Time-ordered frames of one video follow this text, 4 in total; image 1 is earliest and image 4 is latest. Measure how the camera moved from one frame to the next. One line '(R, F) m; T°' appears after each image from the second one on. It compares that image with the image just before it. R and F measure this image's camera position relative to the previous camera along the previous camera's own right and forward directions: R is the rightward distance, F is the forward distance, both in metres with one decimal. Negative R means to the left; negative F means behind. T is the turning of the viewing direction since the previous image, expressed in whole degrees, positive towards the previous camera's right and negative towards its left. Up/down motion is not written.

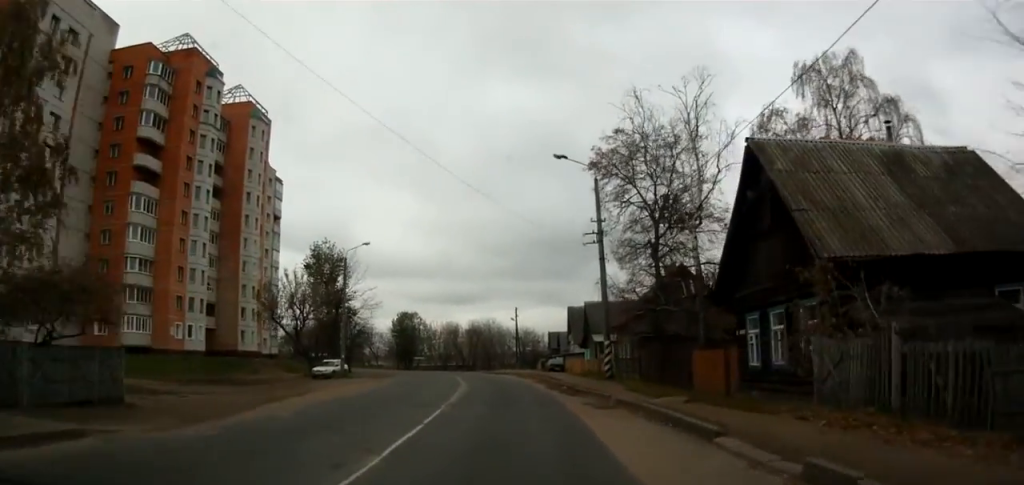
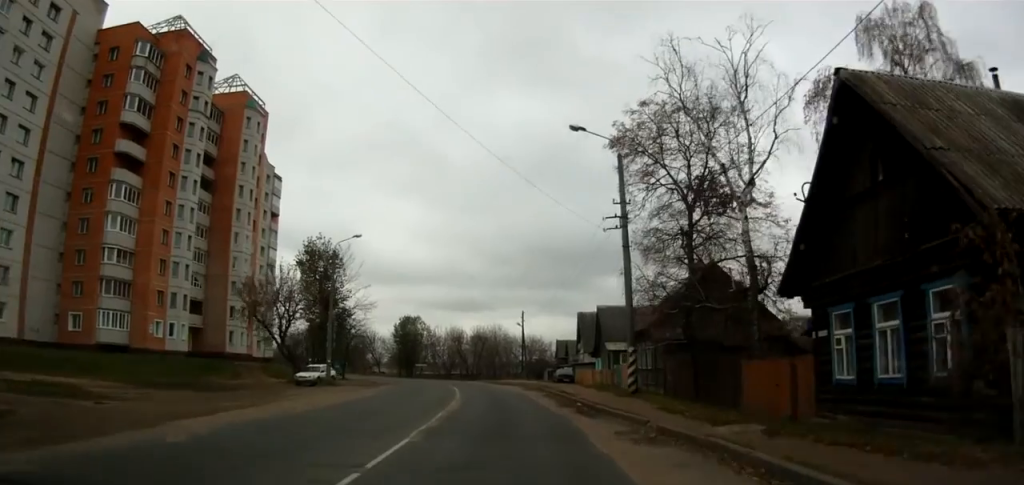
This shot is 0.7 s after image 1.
(0.0, +4.8) m; -1°
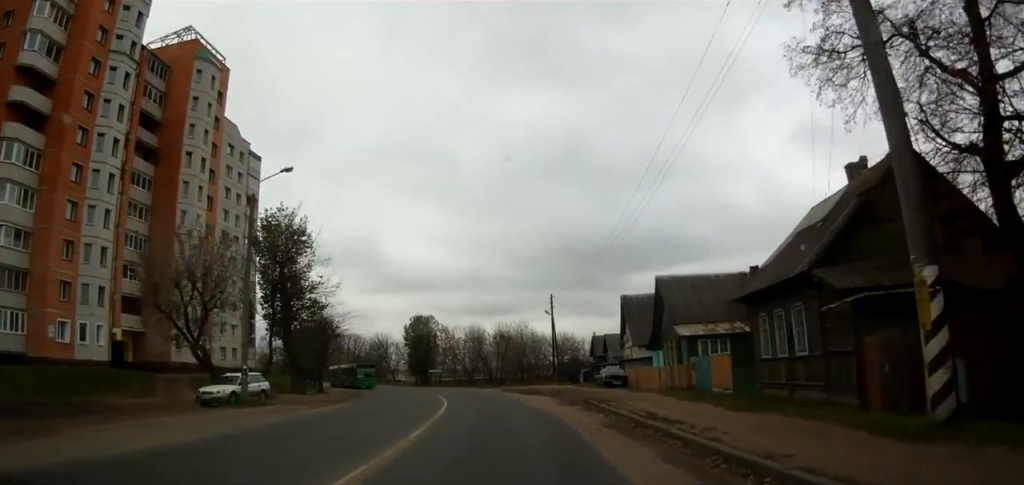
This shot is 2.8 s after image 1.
(-1.1, +16.5) m; -5°
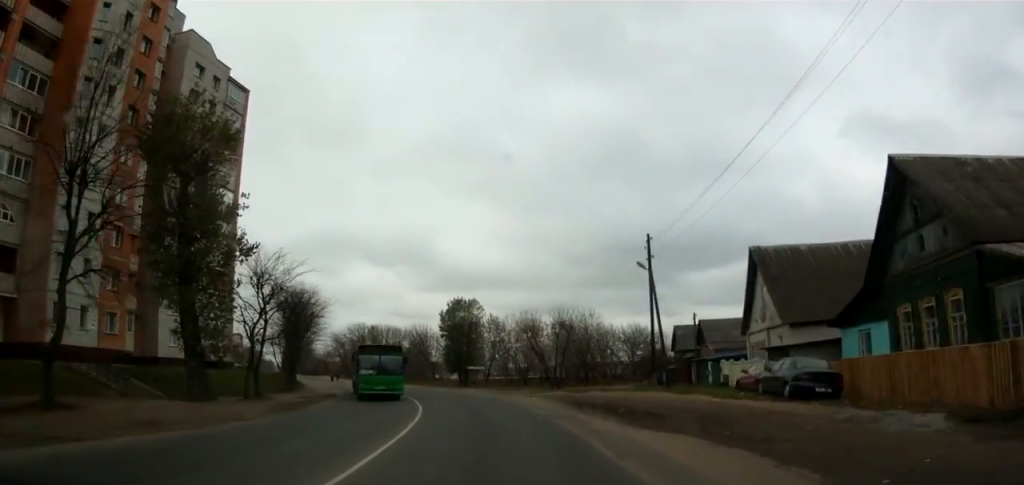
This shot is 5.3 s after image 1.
(-0.8, +21.5) m; -4°
